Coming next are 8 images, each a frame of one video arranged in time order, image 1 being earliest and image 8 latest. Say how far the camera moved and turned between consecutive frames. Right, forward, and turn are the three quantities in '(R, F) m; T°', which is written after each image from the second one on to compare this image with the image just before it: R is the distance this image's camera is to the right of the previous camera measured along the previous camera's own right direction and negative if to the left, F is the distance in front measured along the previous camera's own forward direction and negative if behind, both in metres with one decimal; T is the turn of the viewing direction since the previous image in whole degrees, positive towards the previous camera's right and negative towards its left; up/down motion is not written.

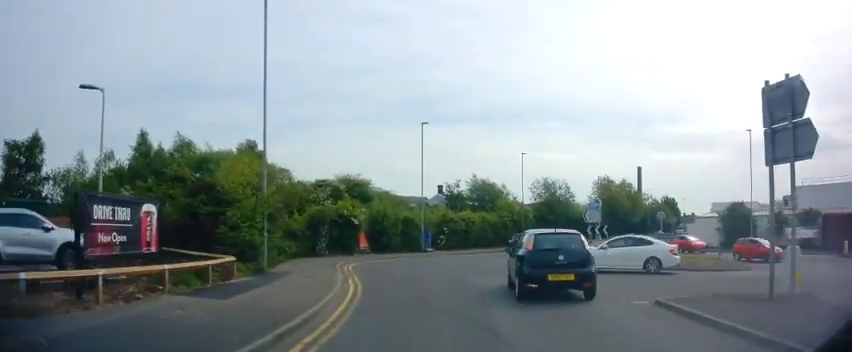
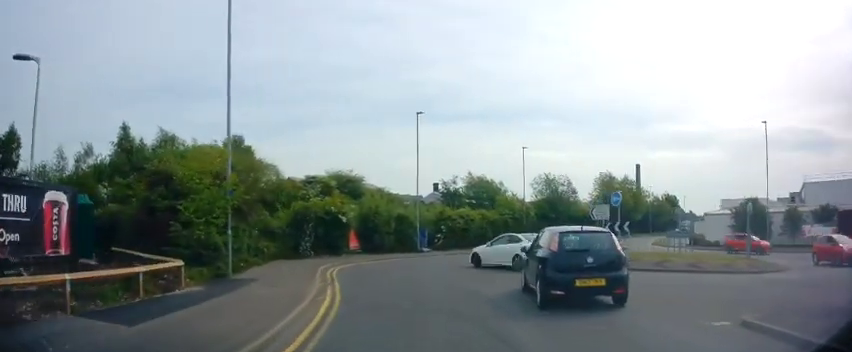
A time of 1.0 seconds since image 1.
(-0.1, +3.1) m; -3°
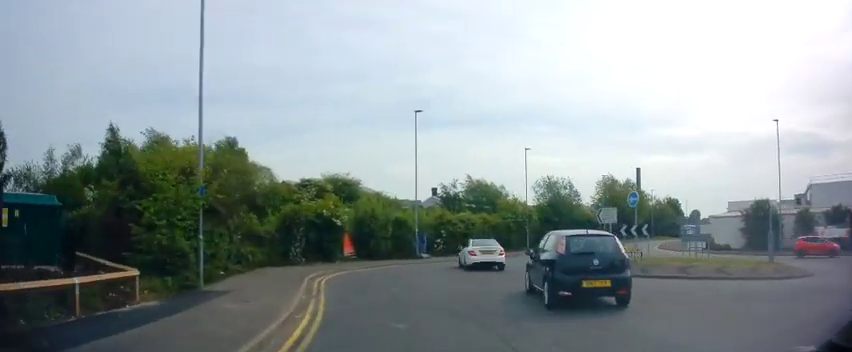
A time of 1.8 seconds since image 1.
(0.0, +2.2) m; 0°
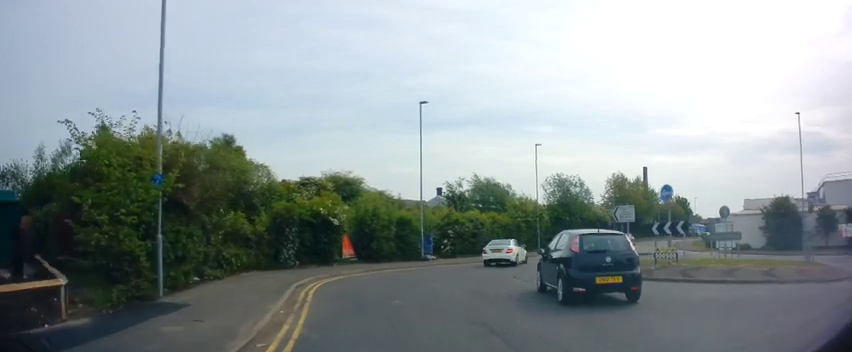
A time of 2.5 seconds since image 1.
(0.0, +2.1) m; +3°
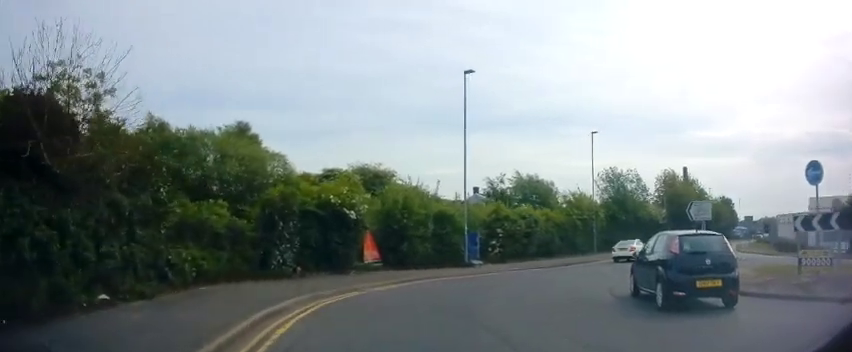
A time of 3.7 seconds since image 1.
(+0.1, +5.7) m; -2°
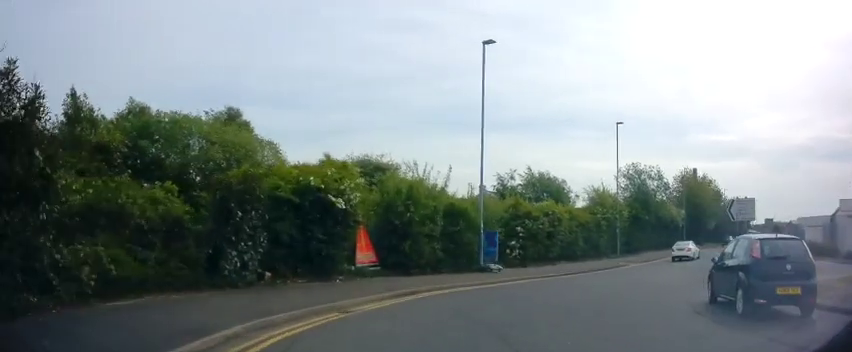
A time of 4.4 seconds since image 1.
(-0.2, +3.9) m; -1°
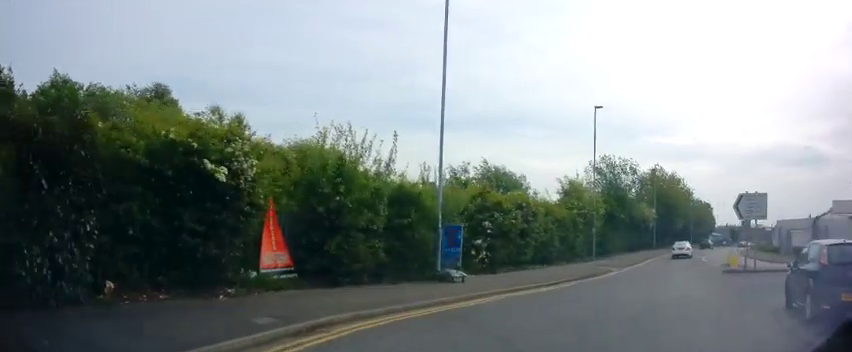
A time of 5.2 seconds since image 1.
(+0.1, +5.0) m; +9°
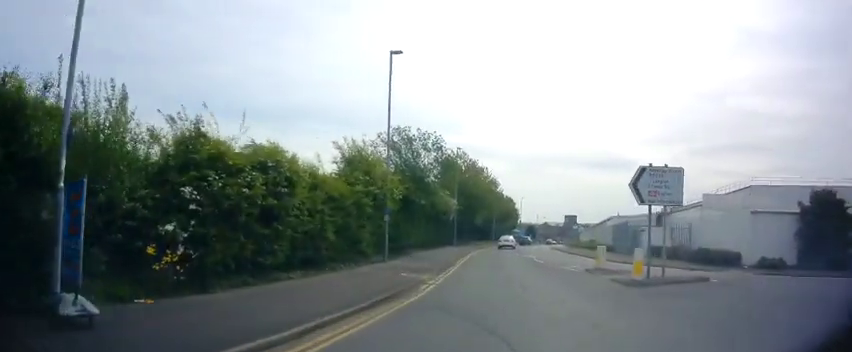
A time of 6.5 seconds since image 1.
(+1.6, +8.5) m; +23°
